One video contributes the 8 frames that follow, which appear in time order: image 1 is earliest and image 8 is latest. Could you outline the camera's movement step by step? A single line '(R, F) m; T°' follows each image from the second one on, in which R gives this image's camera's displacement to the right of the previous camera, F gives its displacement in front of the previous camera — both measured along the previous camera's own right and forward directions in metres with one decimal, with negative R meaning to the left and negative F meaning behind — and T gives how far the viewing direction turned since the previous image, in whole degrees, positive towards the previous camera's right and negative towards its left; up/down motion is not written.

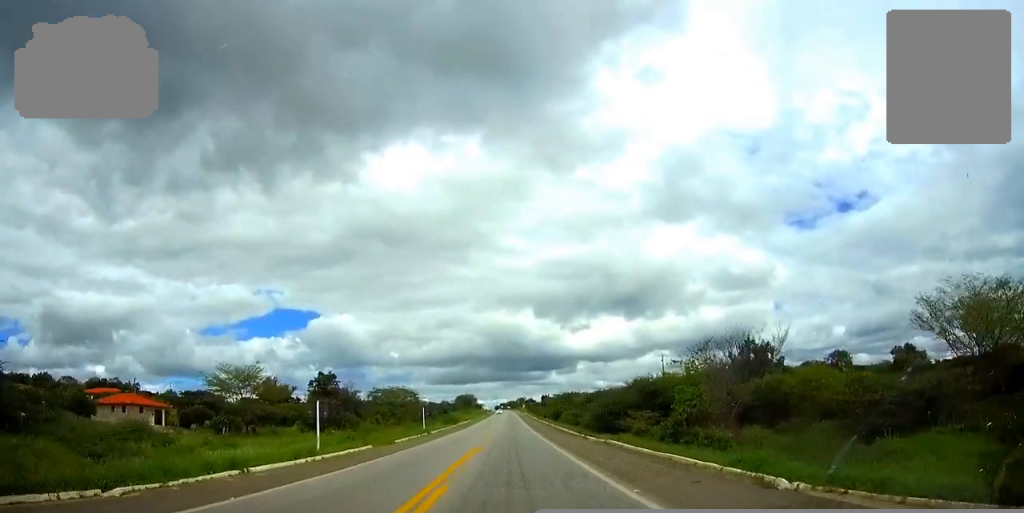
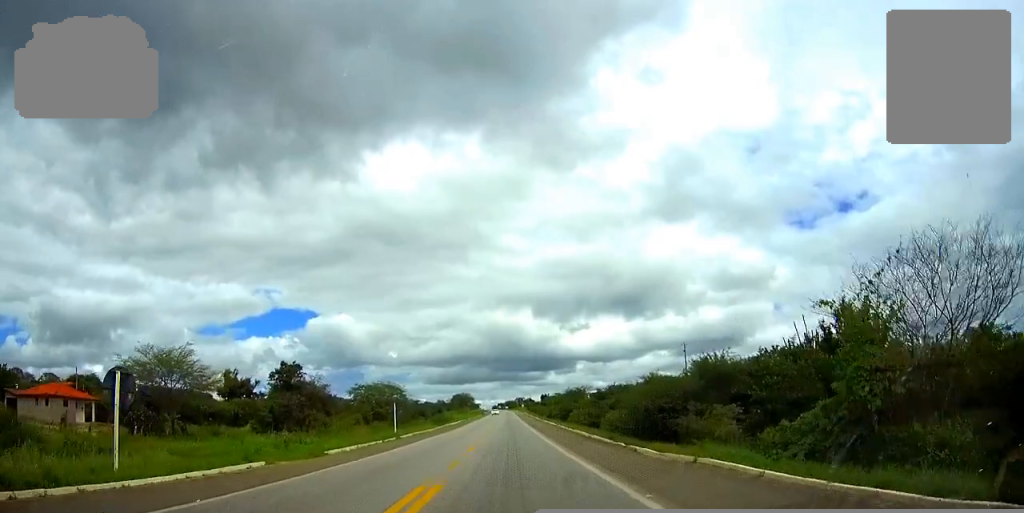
(0.0, +16.8) m; 0°
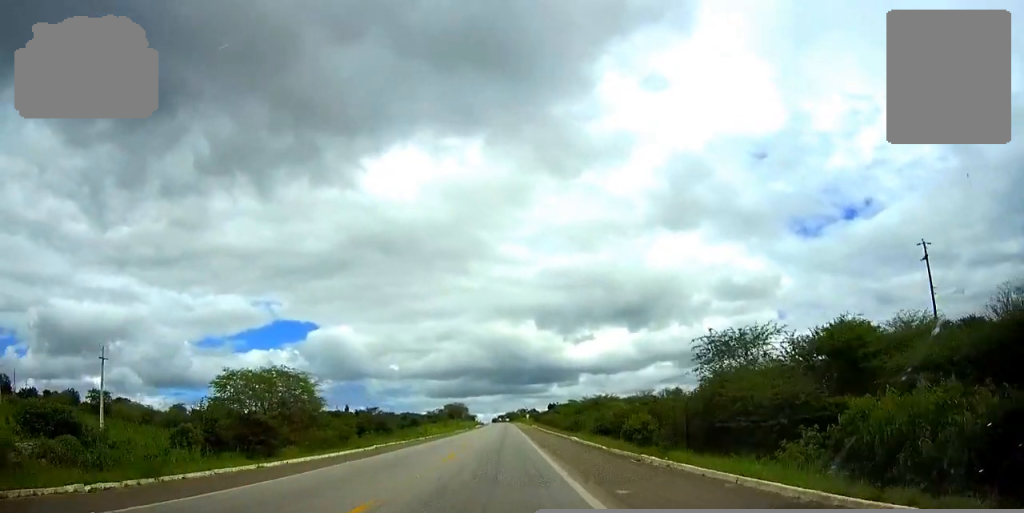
(0.0, +66.0) m; 0°
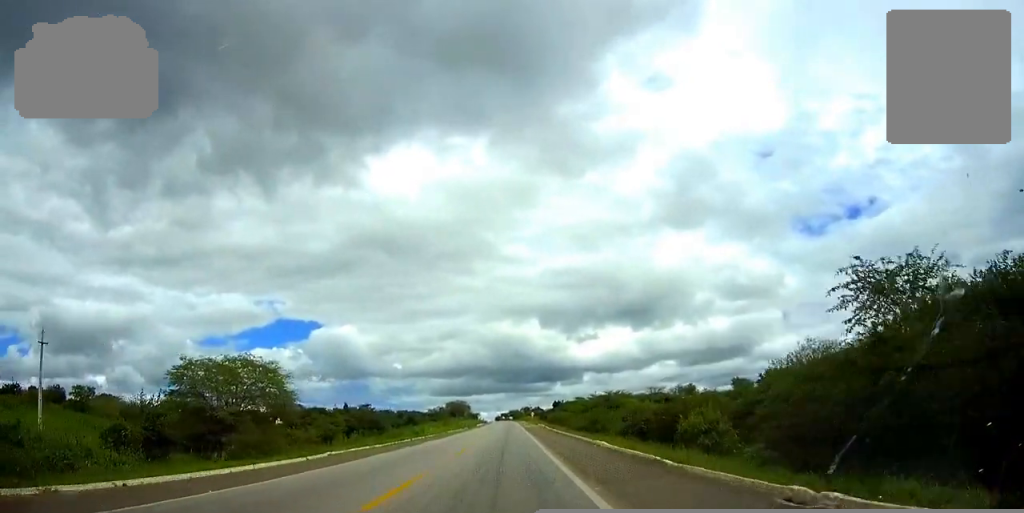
(0.0, +11.6) m; 0°
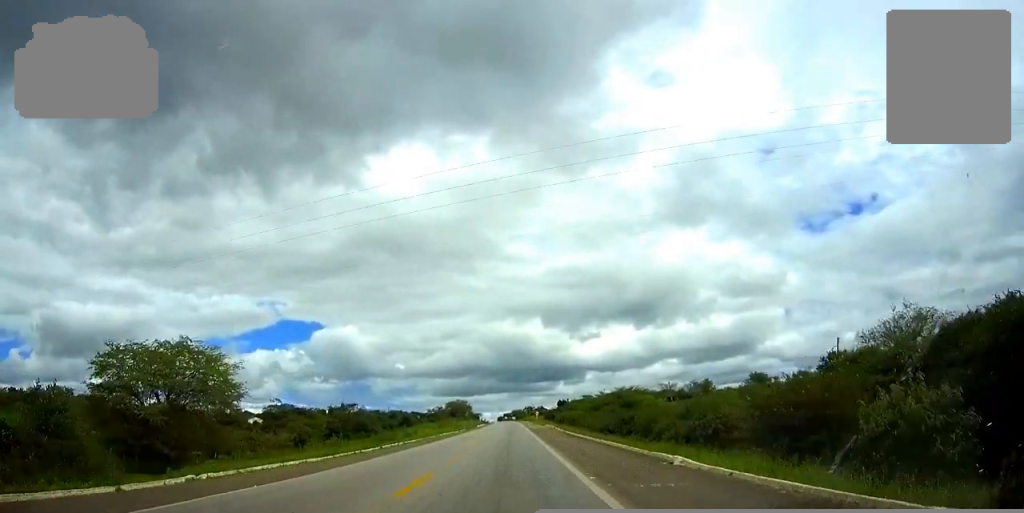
(0.0, +14.1) m; 0°
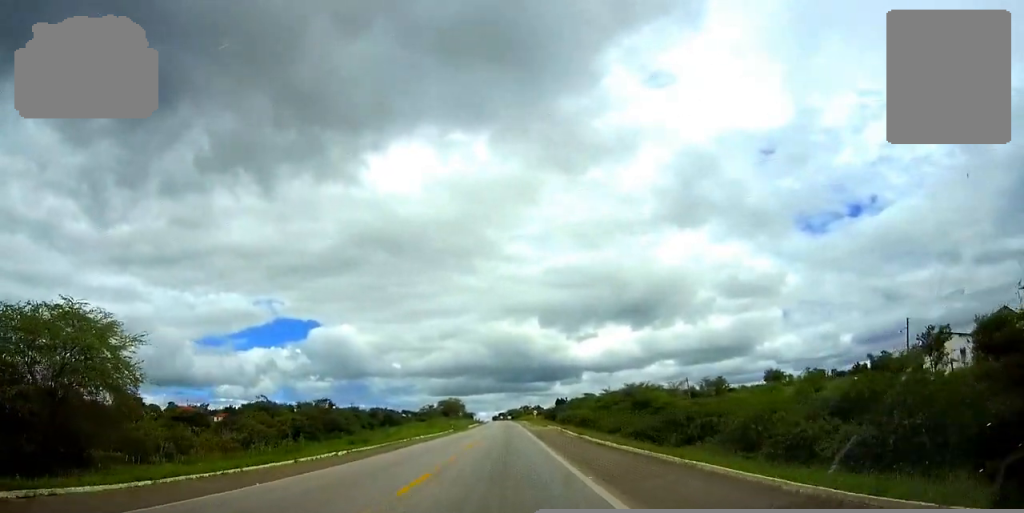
(0.0, +15.8) m; 0°
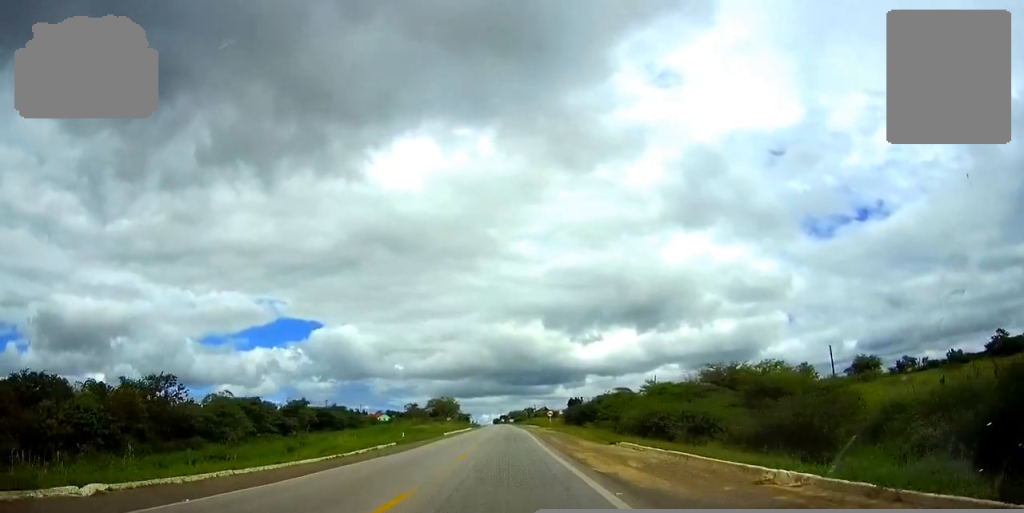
(0.0, +51.2) m; 0°
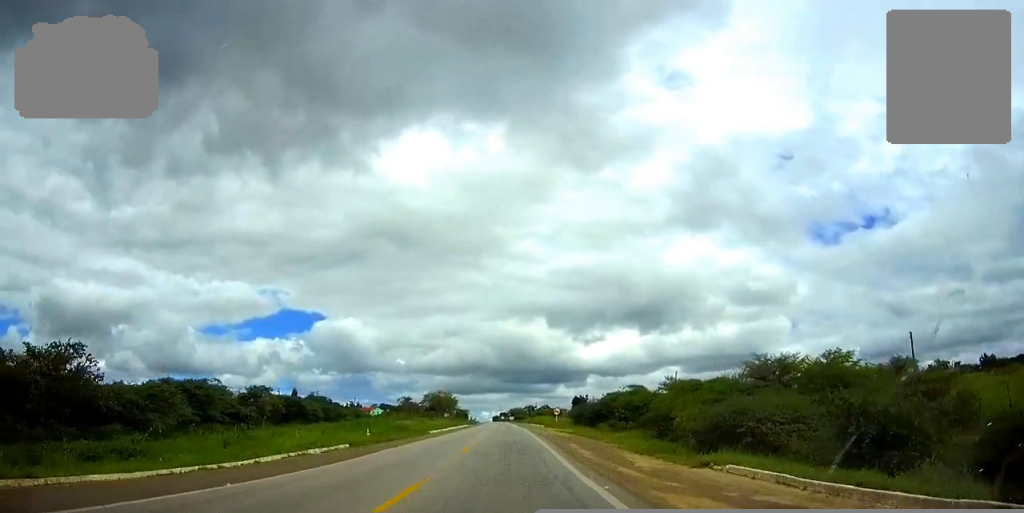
(0.0, +14.0) m; 0°
